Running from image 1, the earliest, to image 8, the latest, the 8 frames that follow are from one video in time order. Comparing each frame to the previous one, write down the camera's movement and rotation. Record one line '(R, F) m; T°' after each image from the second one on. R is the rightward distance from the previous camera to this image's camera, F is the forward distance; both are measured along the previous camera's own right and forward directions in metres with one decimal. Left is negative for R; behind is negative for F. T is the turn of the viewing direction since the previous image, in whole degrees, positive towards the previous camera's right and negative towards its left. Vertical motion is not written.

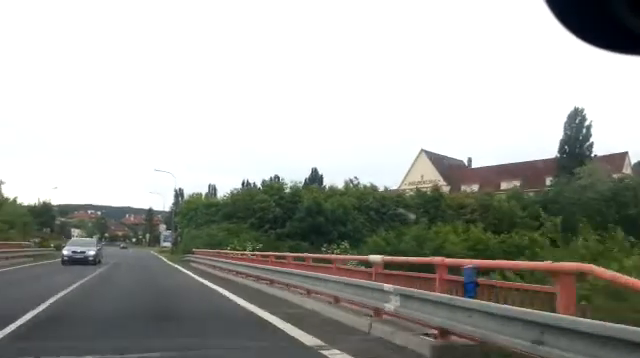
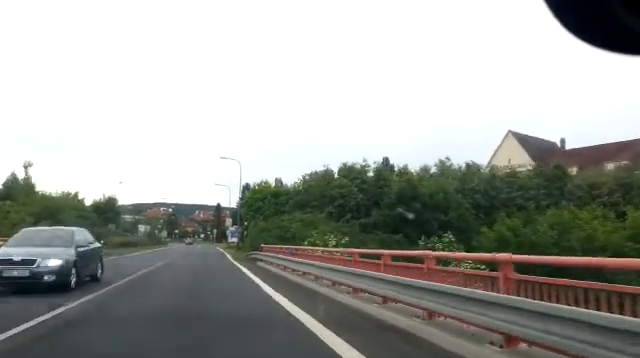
(-2.0, +8.4) m; -12°
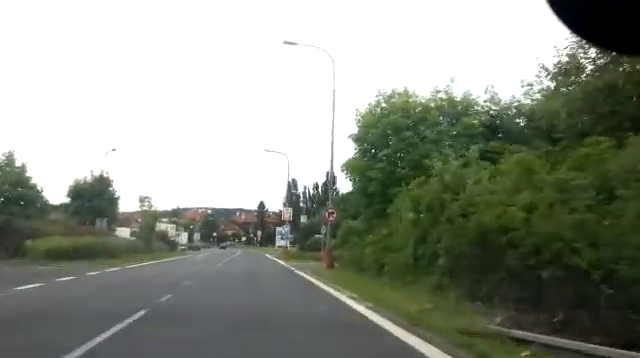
(-4.0, +34.3) m; -7°
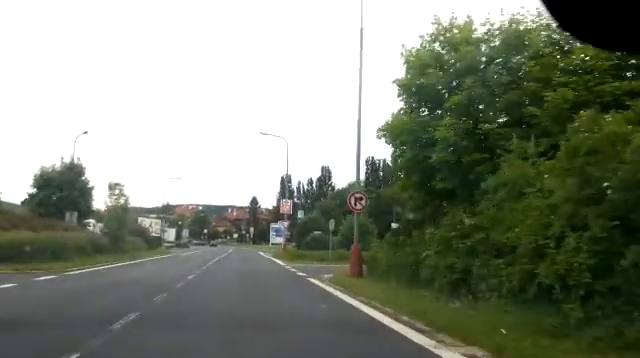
(0.0, +6.7) m; 0°
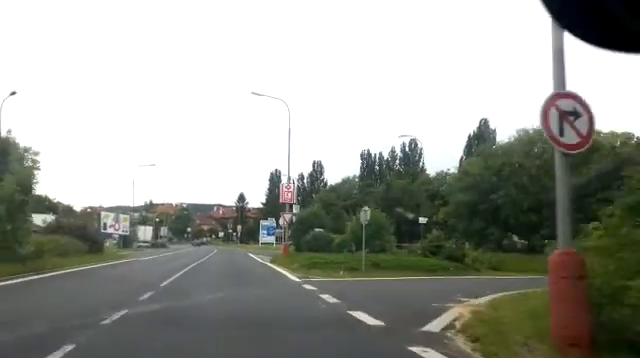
(0.0, +11.6) m; 0°
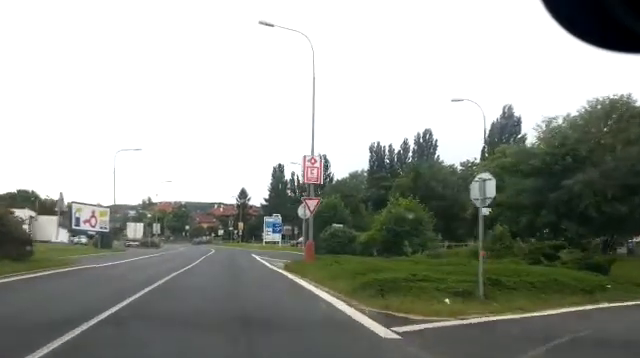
(0.0, +10.3) m; 0°
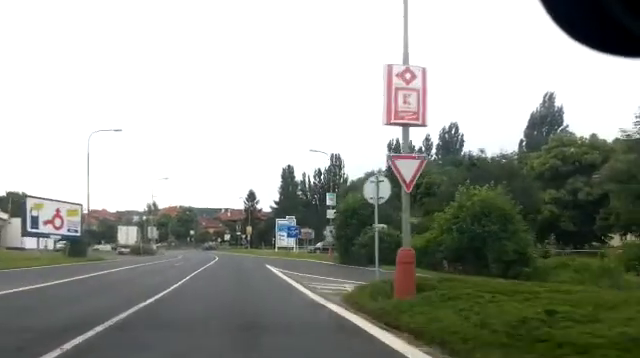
(+0.1, +12.0) m; +1°
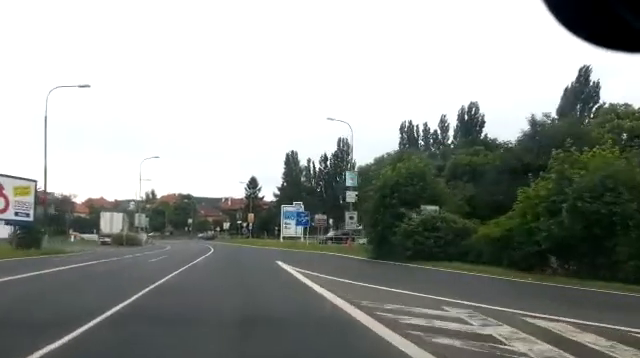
(+0.1, +9.3) m; 0°
